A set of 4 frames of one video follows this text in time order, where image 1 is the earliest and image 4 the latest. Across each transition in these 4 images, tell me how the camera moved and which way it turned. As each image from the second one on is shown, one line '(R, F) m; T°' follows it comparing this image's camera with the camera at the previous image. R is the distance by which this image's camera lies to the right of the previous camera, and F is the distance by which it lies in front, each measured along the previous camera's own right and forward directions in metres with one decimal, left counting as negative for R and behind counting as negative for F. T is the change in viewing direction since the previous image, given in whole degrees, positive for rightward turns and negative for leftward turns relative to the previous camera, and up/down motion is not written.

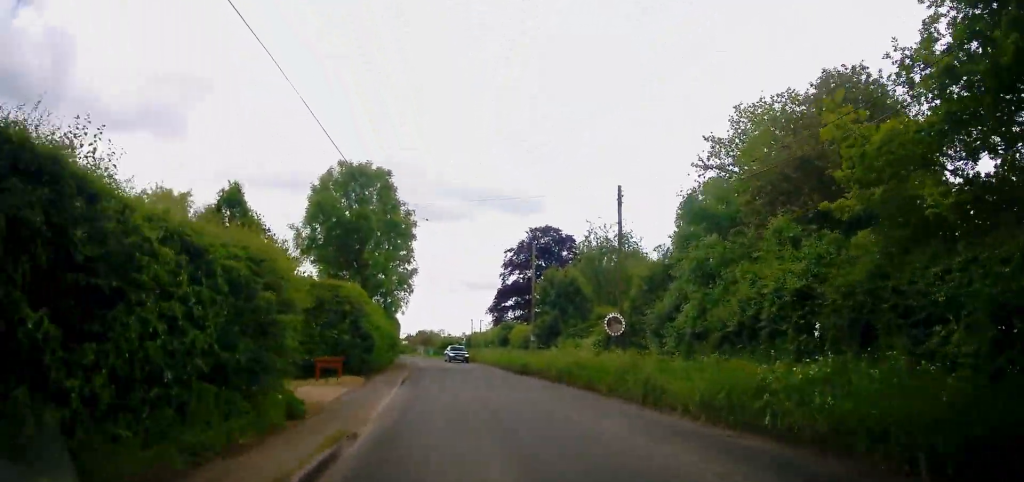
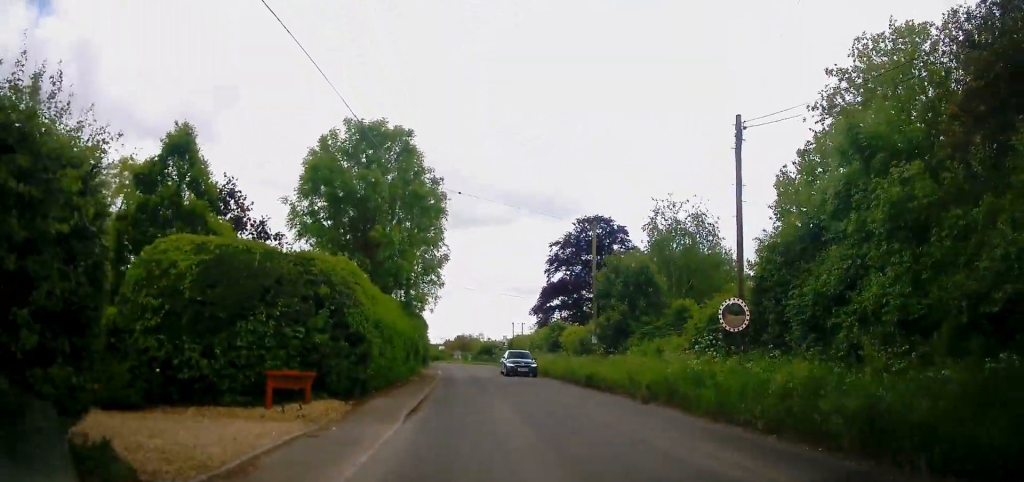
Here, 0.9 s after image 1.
(-0.5, +7.1) m; -6°
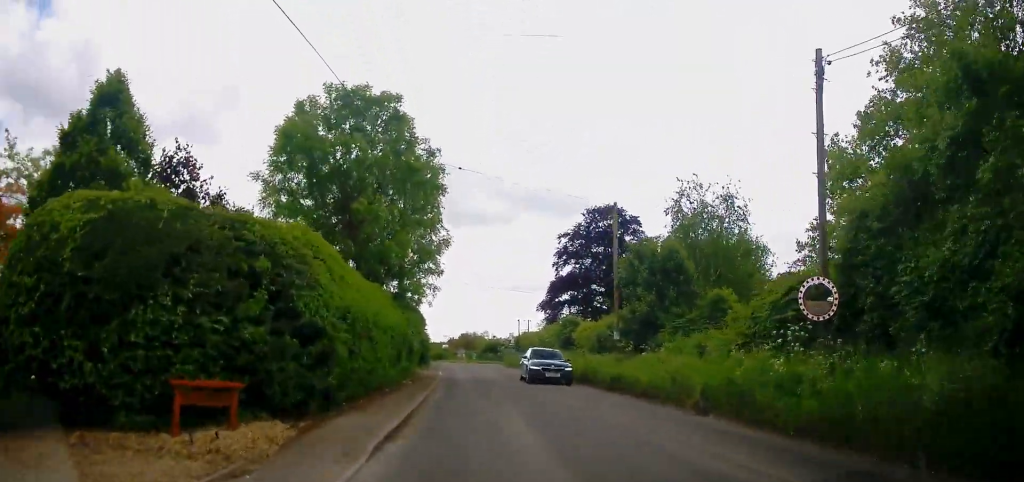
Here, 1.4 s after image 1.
(-0.2, +3.7) m; -1°
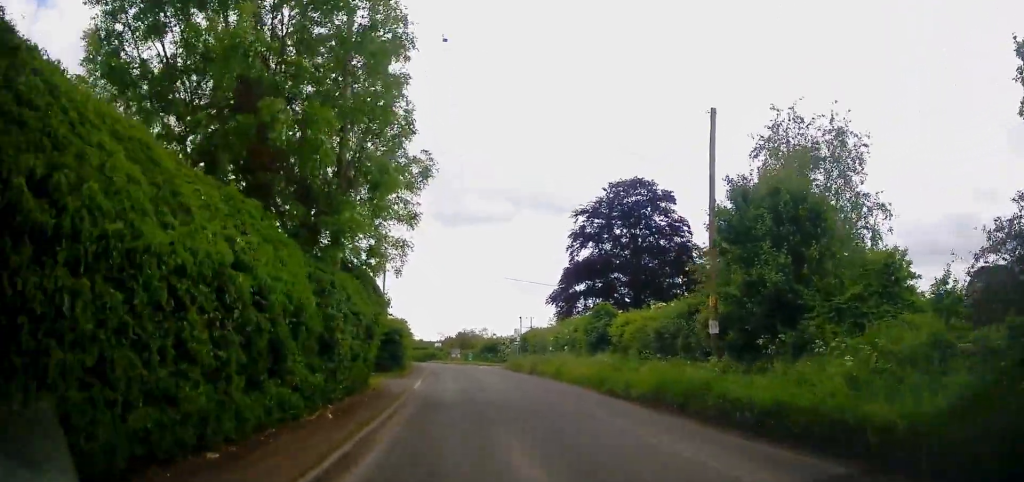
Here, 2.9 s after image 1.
(0.0, +10.5) m; 0°
